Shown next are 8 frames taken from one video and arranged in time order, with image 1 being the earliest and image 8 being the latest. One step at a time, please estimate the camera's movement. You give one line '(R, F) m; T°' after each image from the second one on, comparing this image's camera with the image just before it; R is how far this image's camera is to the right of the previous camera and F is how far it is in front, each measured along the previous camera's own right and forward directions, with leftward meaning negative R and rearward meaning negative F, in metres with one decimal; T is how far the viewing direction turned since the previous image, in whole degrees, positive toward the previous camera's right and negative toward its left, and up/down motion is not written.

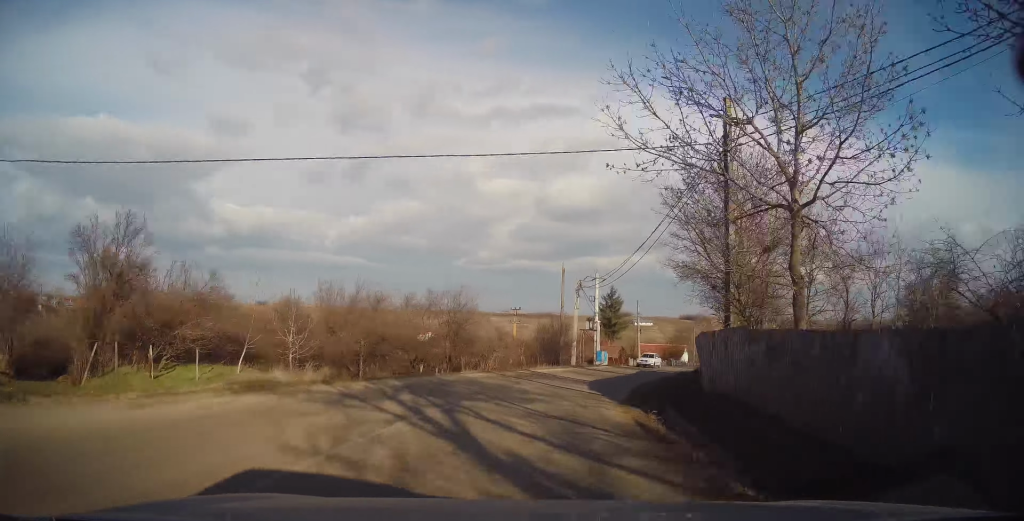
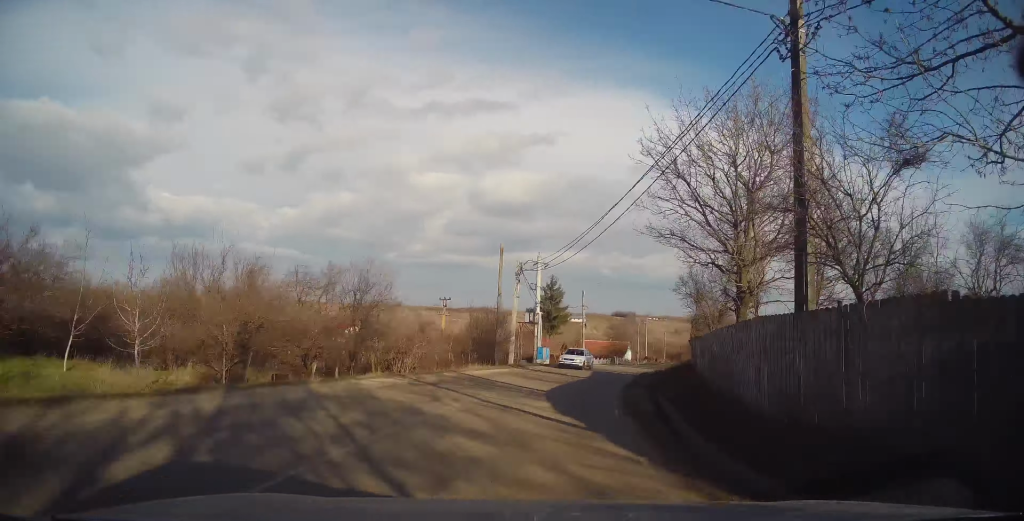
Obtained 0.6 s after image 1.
(+0.5, +7.6) m; +7°
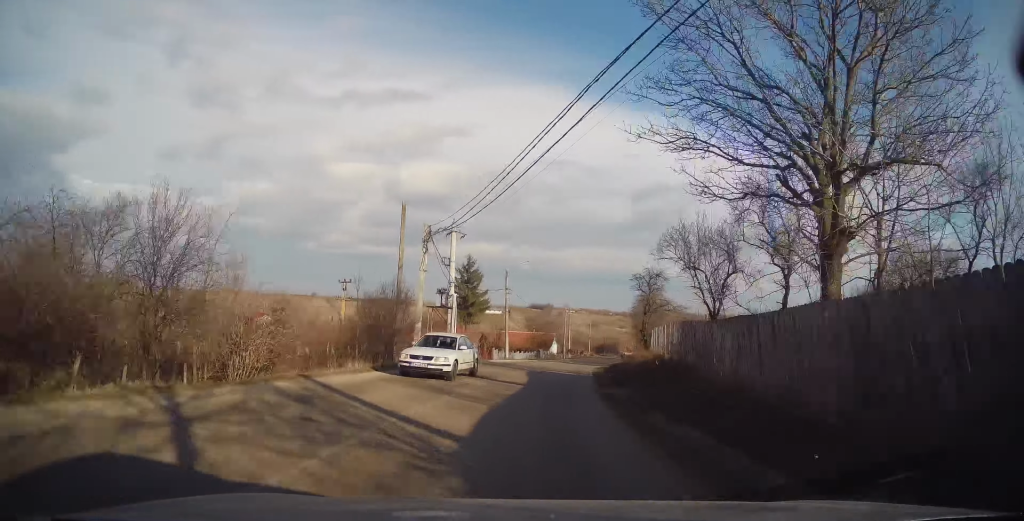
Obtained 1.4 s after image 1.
(+0.3, +9.5) m; +7°
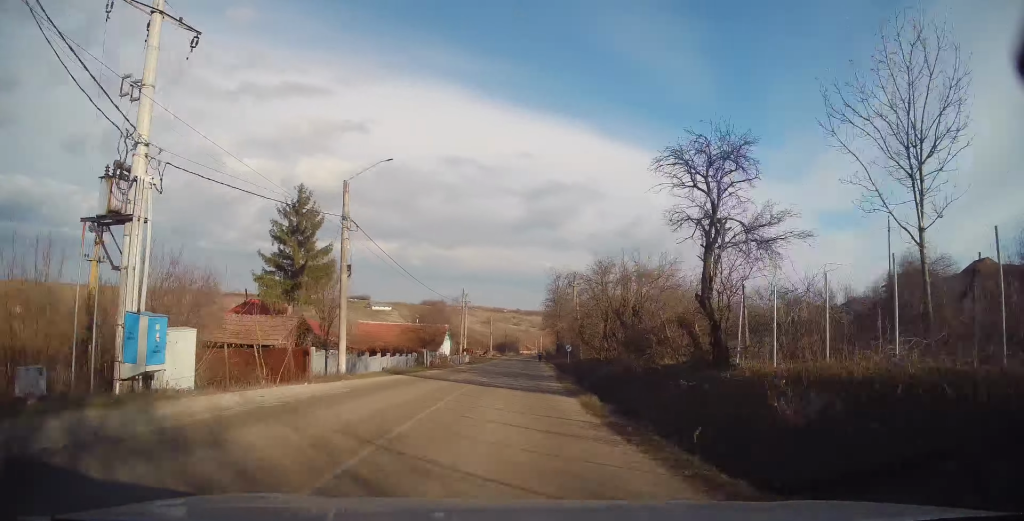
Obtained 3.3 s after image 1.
(+3.0, +26.1) m; +12°
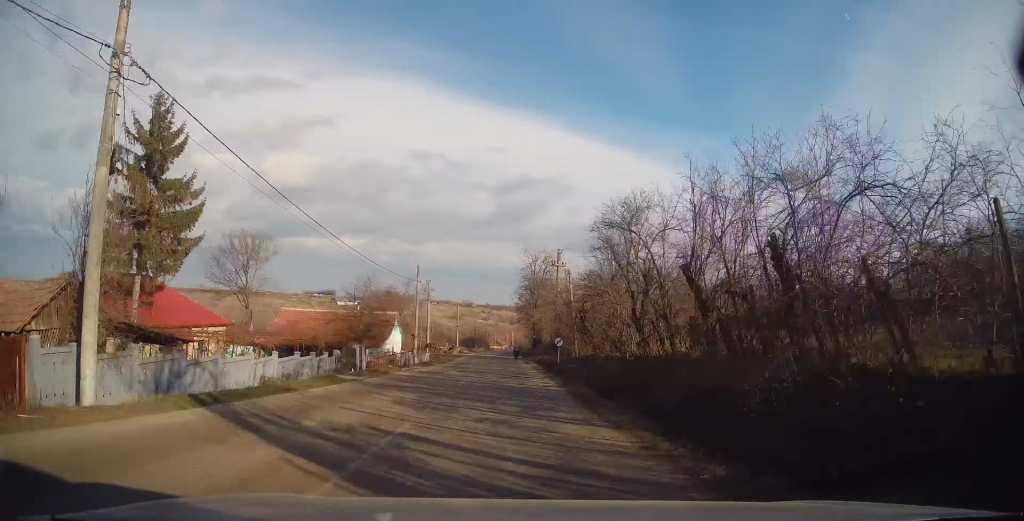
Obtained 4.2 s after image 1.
(+1.1, +13.9) m; +4°
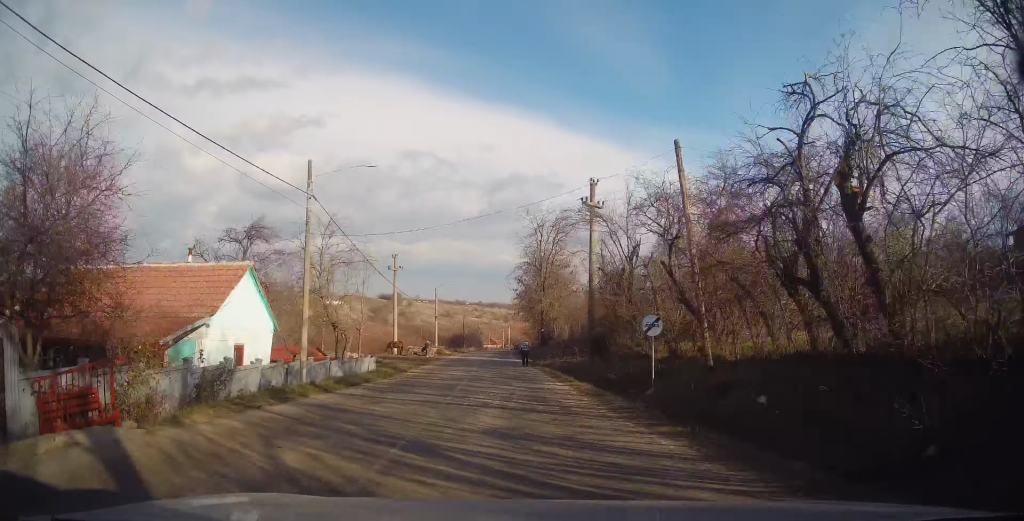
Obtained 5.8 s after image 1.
(+0.2, +24.6) m; 0°
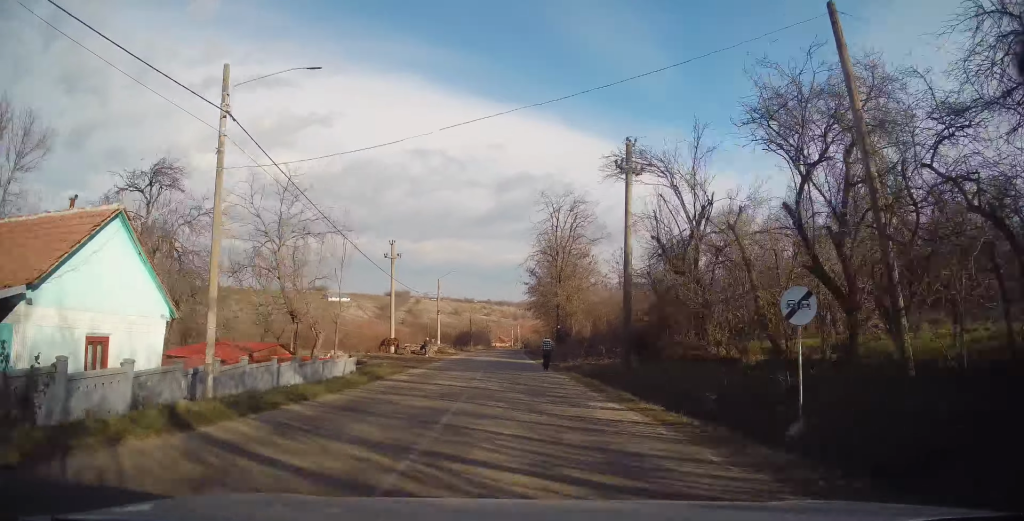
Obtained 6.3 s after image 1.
(+0.1, +7.4) m; -1°
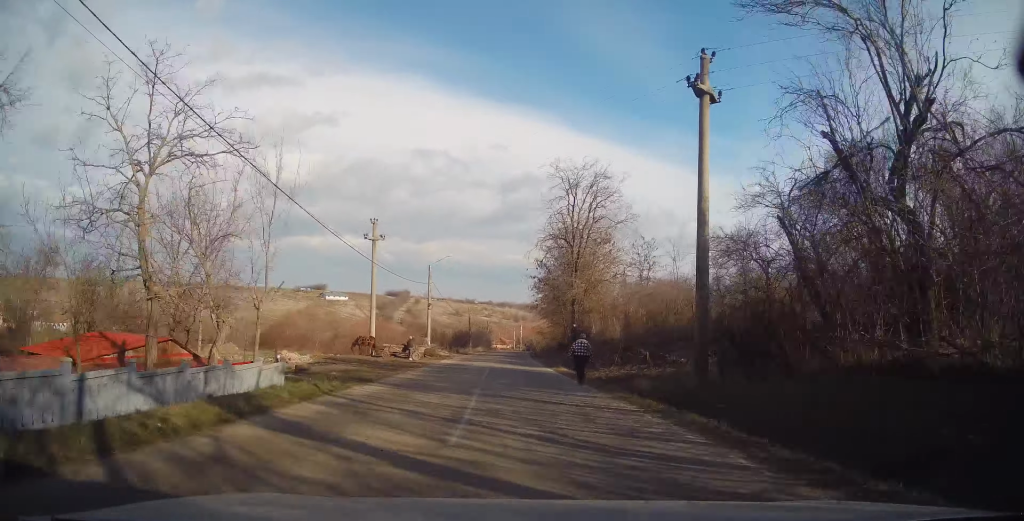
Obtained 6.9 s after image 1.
(-0.3, +10.1) m; +1°
